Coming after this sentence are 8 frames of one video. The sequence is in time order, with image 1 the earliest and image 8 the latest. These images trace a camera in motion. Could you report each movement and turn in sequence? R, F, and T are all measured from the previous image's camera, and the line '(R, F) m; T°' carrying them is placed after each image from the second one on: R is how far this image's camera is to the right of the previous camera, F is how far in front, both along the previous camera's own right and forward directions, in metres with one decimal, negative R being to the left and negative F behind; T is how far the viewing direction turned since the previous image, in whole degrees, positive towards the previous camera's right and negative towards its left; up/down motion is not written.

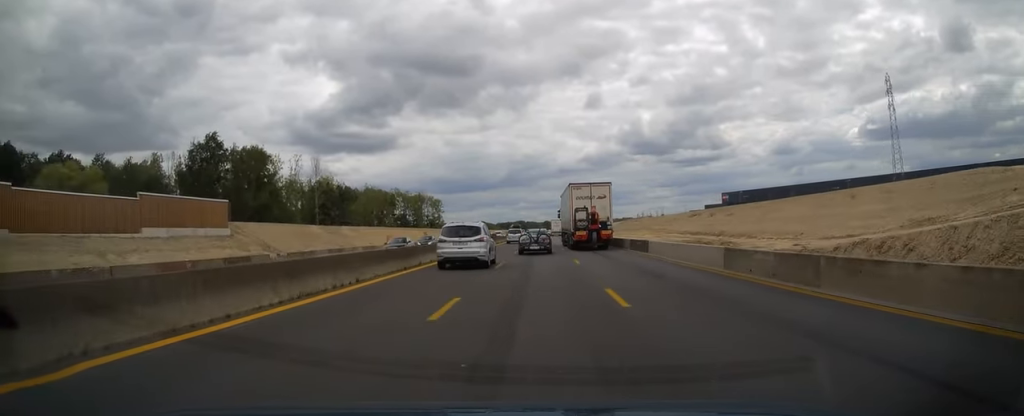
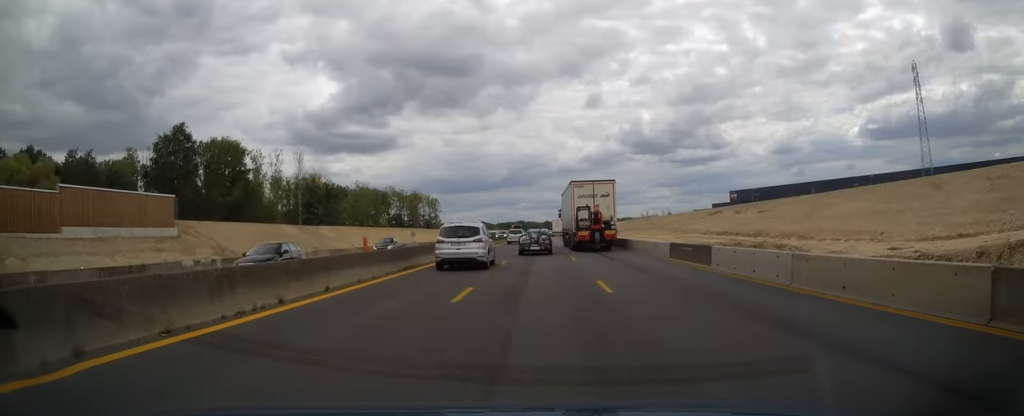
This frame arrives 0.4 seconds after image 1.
(0.0, +10.8) m; 0°
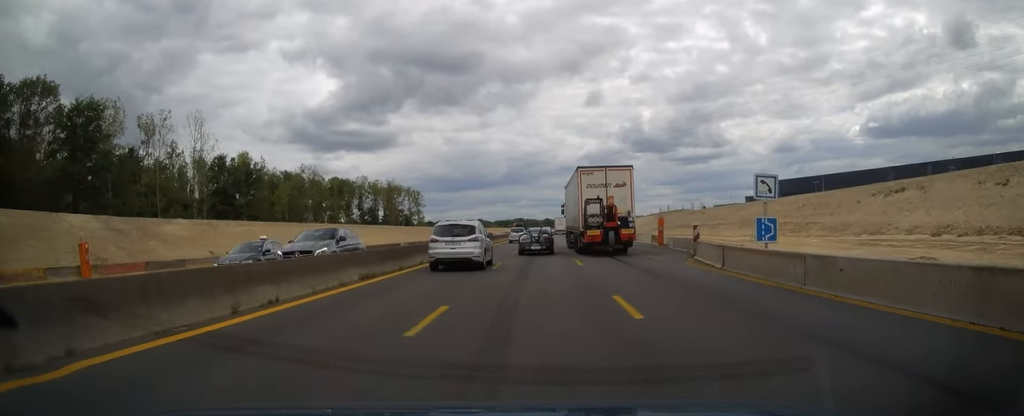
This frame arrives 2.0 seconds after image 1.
(0.0, +42.9) m; 0°
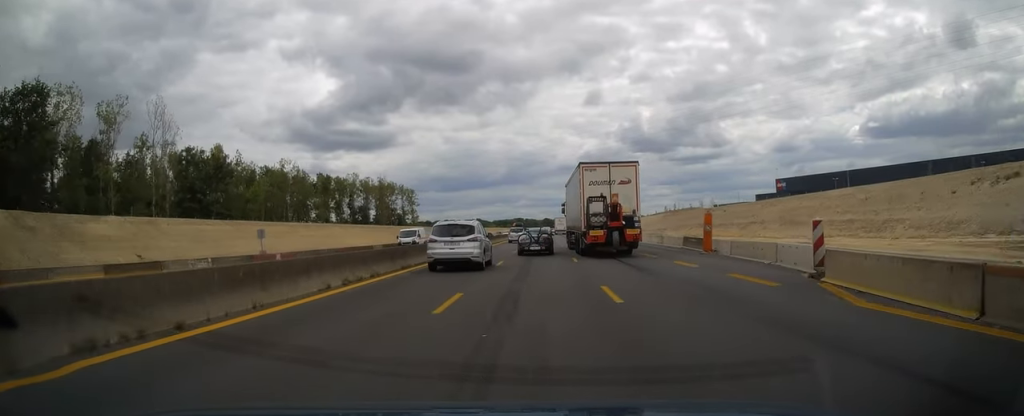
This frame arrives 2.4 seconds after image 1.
(0.0, +11.1) m; 0°
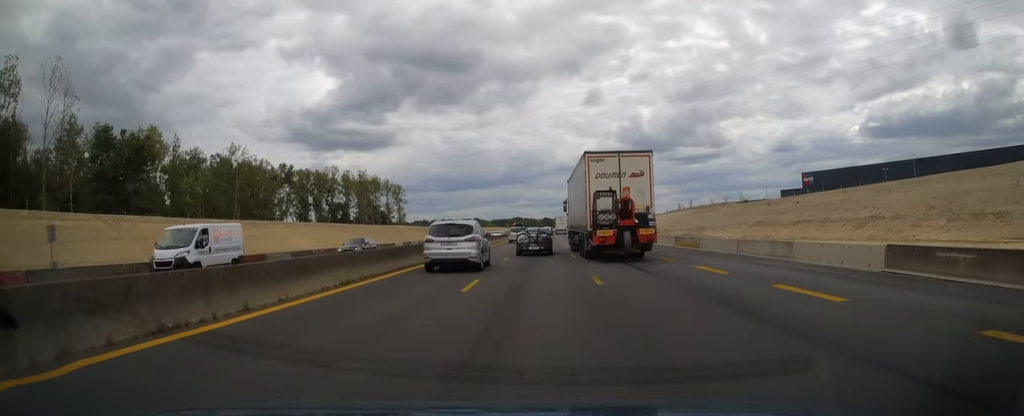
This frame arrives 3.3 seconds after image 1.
(0.0, +22.5) m; 0°
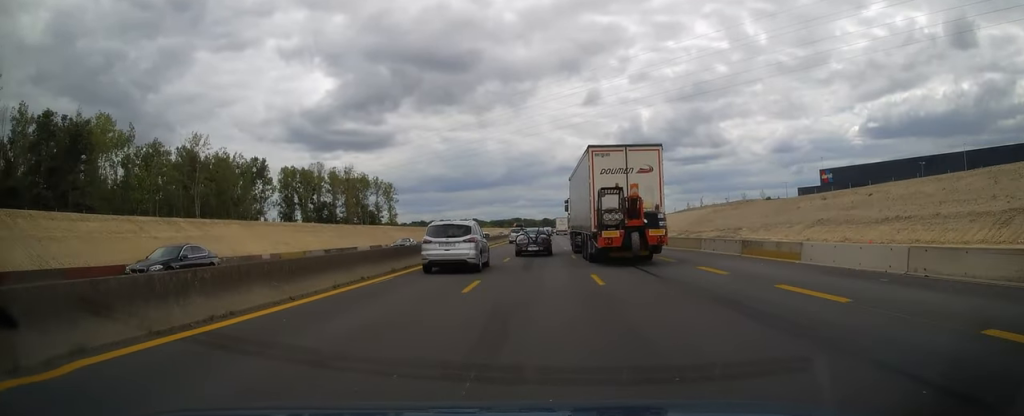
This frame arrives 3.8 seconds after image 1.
(0.0, +13.1) m; 0°
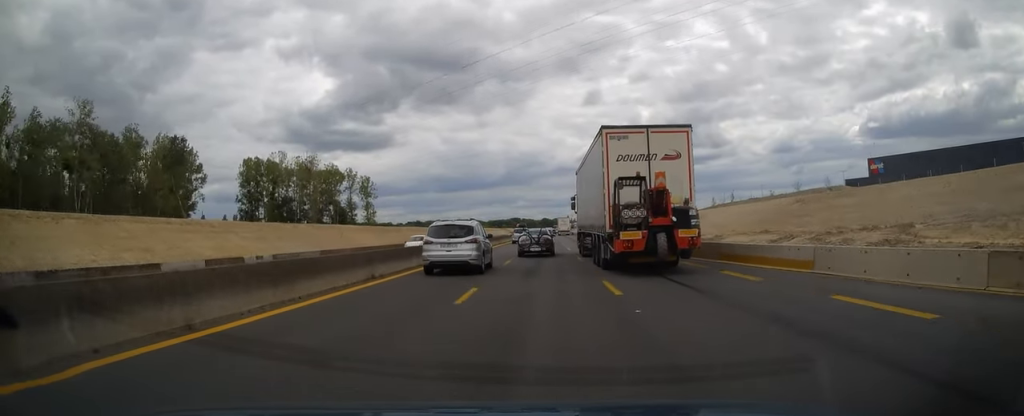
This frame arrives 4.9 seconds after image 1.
(+0.1, +28.2) m; 0°
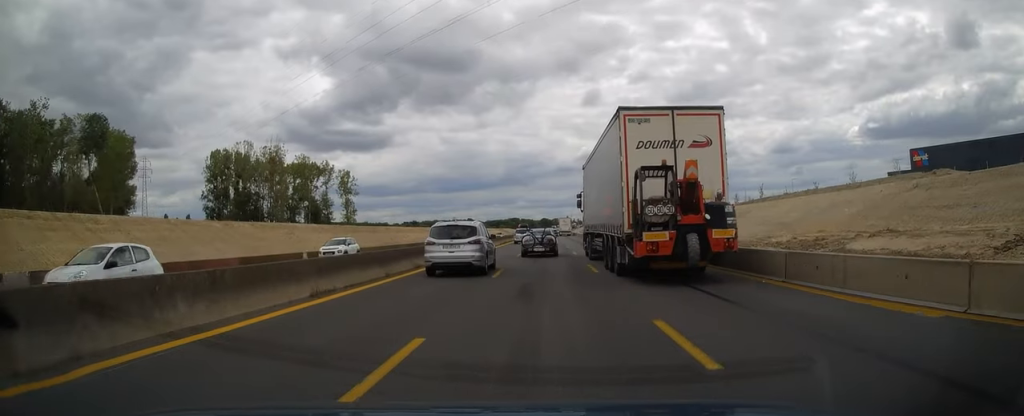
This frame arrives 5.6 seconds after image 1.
(0.0, +19.5) m; 0°
